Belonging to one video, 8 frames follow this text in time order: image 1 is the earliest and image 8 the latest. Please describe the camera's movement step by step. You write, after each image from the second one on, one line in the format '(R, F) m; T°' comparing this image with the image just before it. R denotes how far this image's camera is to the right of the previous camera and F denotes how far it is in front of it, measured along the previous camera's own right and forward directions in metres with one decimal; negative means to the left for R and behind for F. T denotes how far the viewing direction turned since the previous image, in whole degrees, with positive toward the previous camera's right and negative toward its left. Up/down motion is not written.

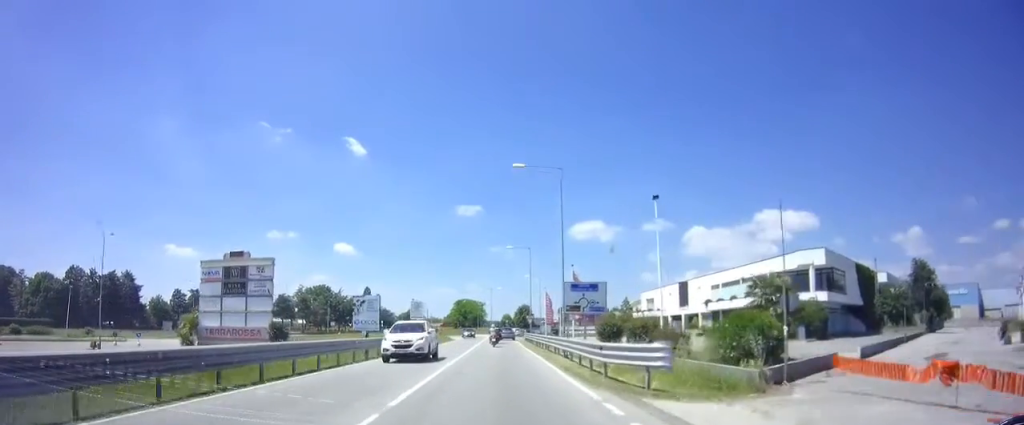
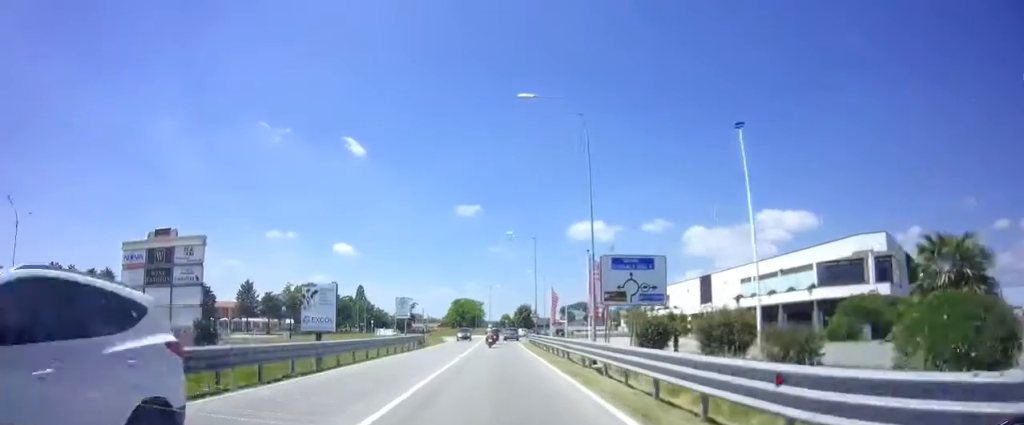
(+0.2, +9.3) m; +2°
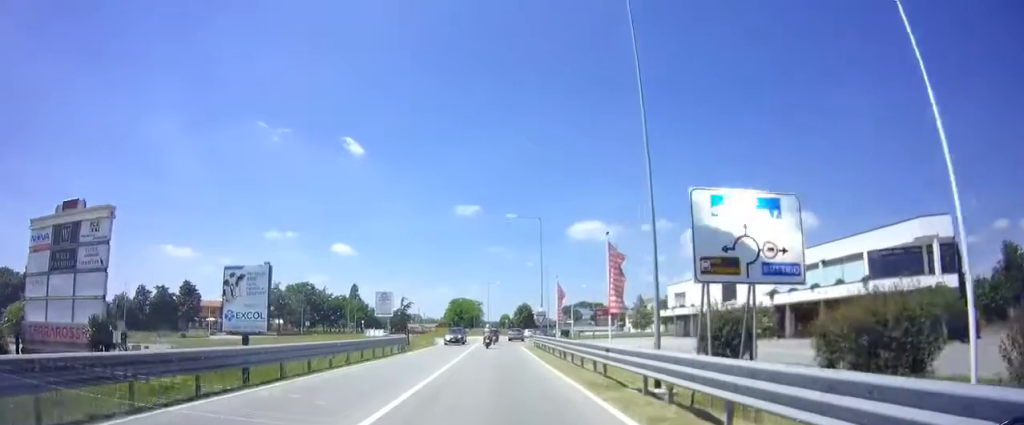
(0.0, +7.4) m; 0°
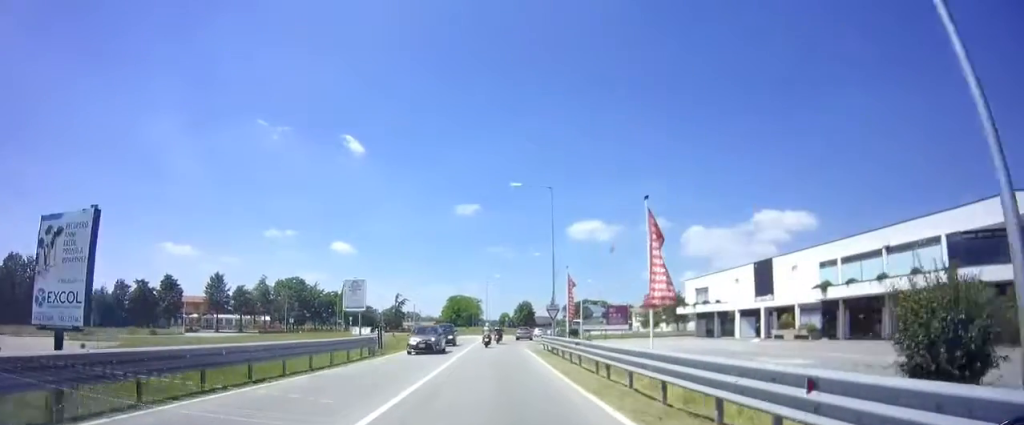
(0.0, +9.0) m; 0°
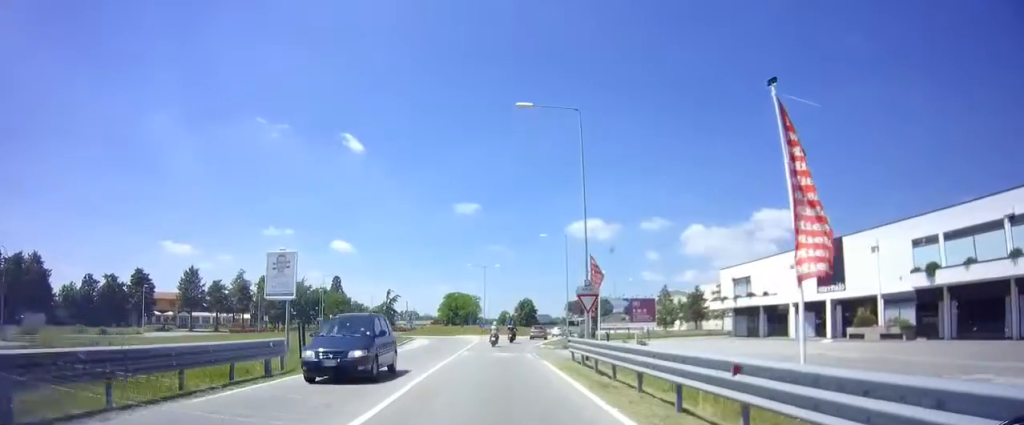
(0.0, +11.2) m; 0°
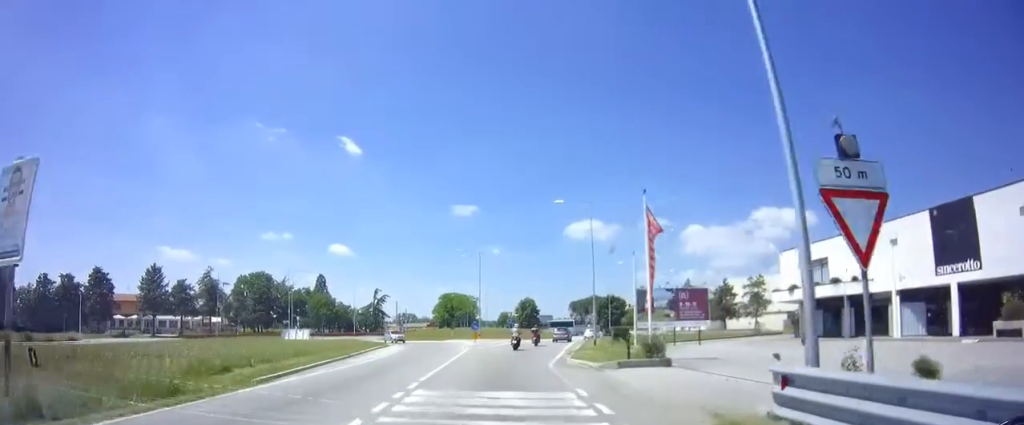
(0.0, +14.0) m; 0°
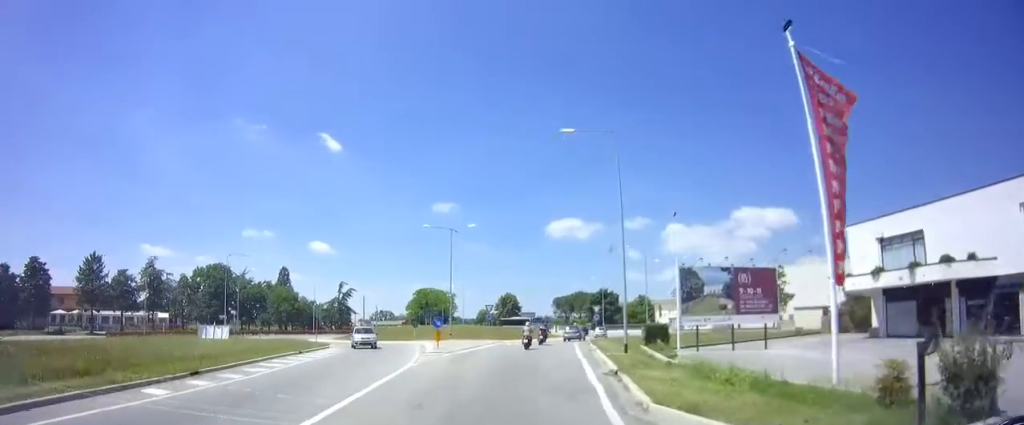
(0.0, +11.9) m; +3°
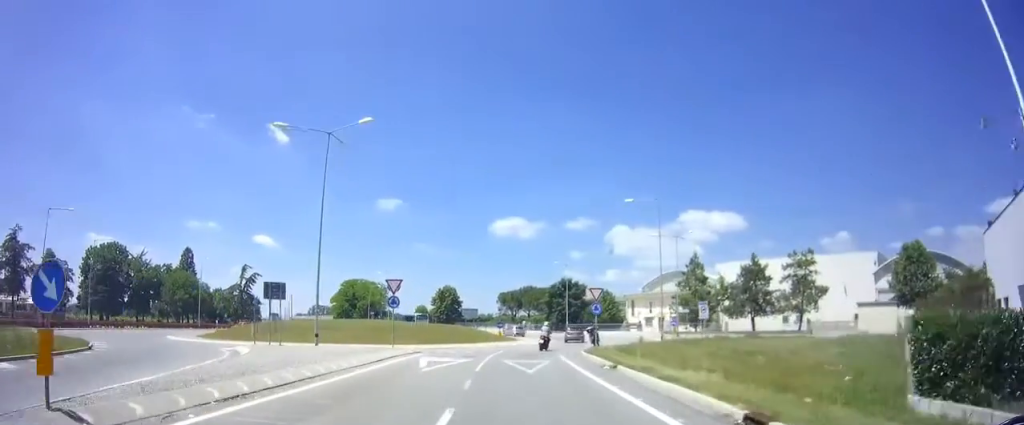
(+2.0, +17.1) m; +10°
